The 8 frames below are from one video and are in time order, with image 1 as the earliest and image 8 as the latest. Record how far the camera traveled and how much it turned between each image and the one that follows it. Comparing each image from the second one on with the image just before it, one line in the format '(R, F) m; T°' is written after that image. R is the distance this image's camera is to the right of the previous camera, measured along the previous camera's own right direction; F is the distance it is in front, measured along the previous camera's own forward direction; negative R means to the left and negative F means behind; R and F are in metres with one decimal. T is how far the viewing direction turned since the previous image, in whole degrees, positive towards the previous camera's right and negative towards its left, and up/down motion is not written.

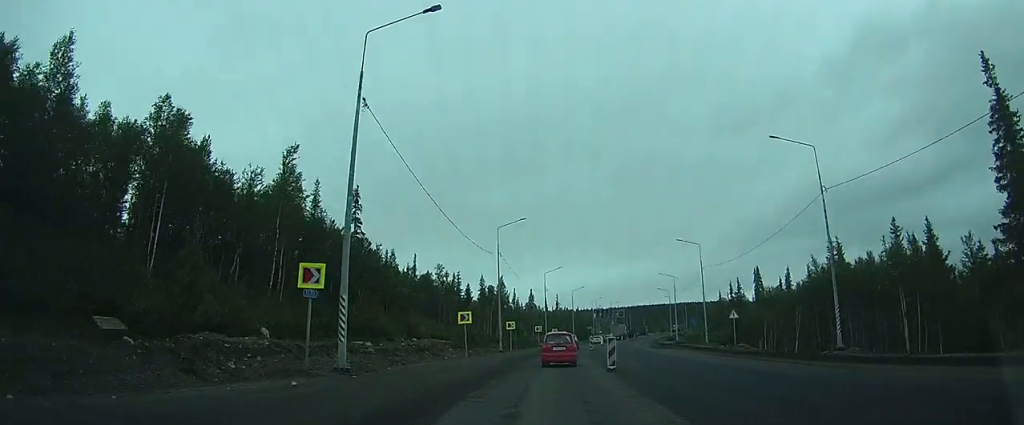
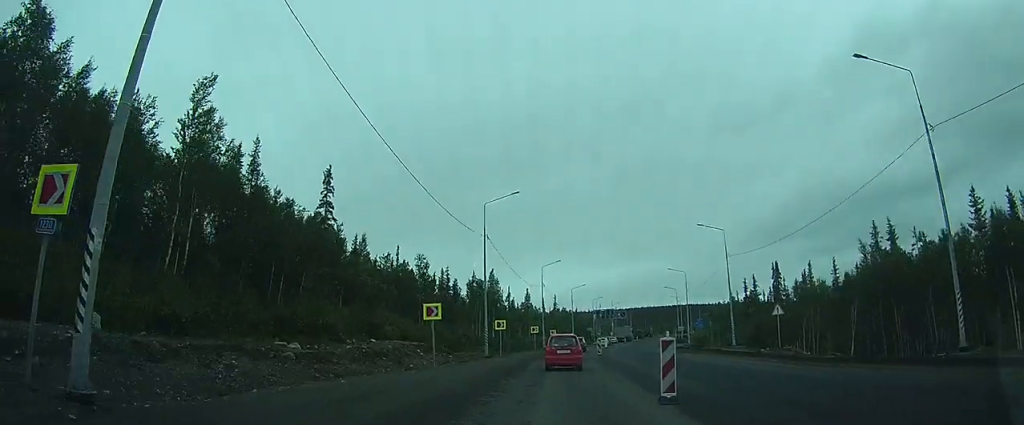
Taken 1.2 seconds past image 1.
(0.0, +10.5) m; 0°
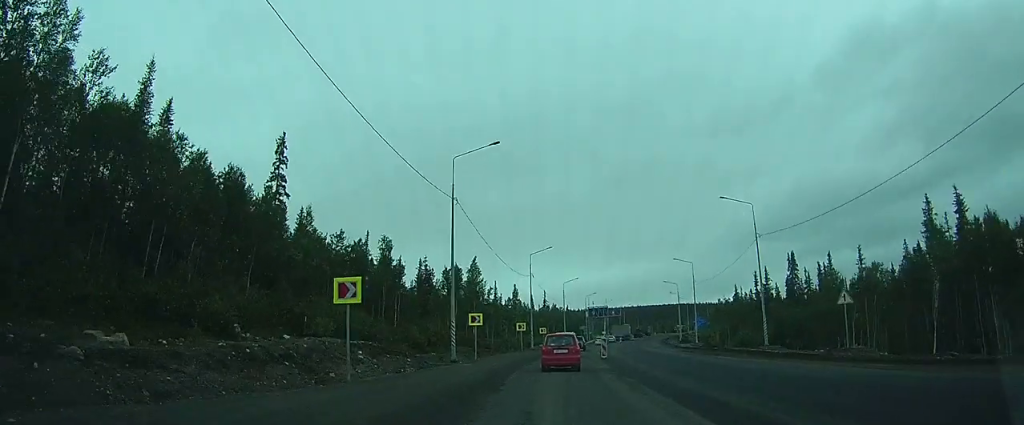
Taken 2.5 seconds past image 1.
(-0.1, +10.9) m; -1°
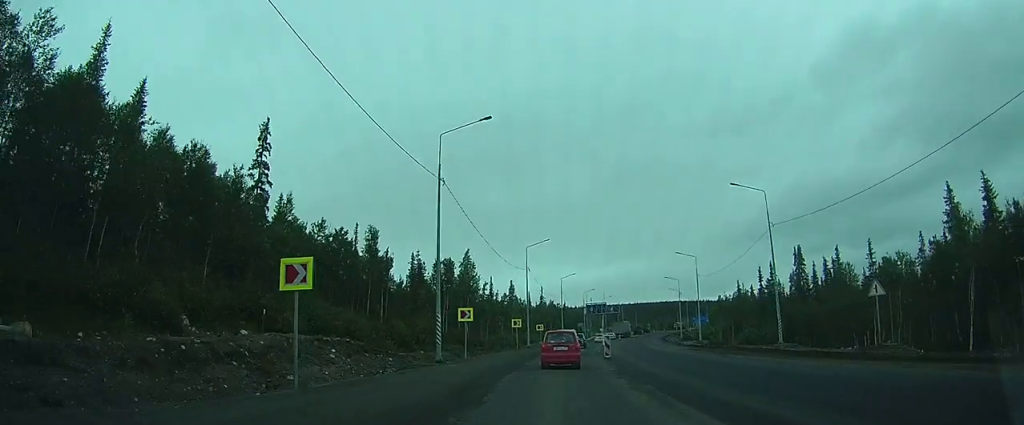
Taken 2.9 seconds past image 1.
(0.0, +3.4) m; 0°
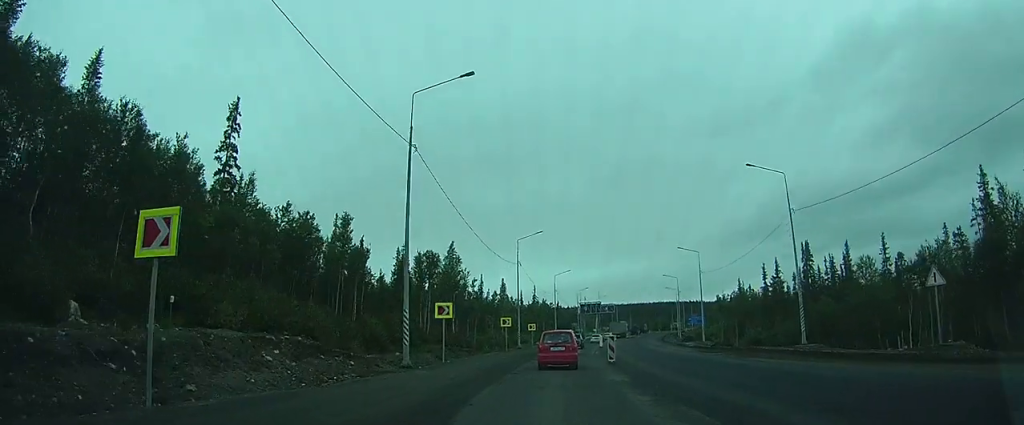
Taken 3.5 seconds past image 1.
(0.0, +5.1) m; 0°
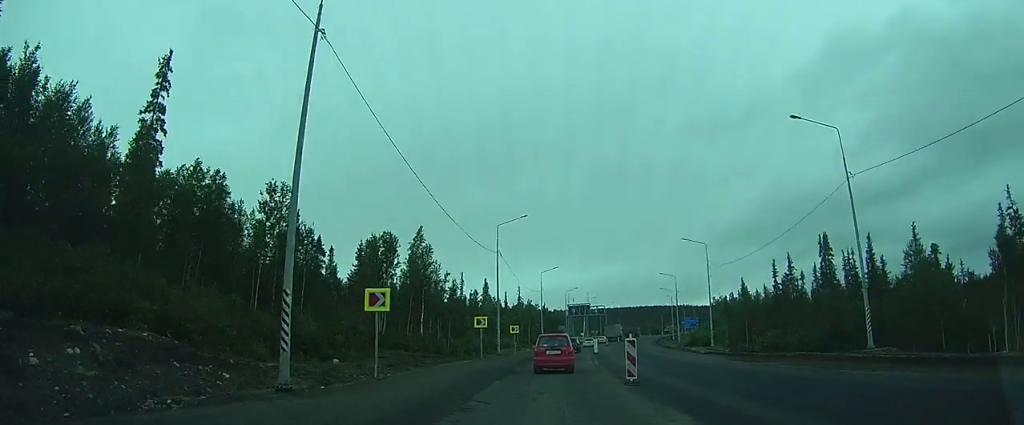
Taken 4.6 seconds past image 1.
(+0.1, +9.8) m; +1°
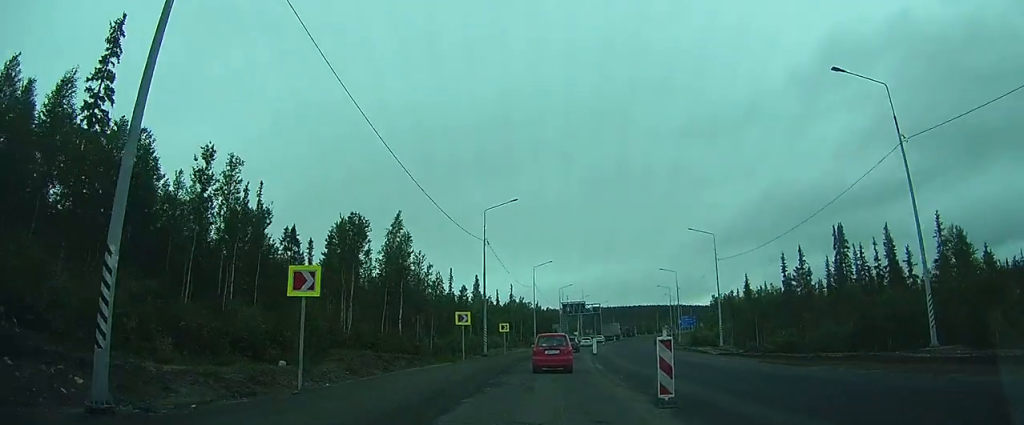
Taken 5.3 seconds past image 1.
(+0.1, +5.8) m; 0°
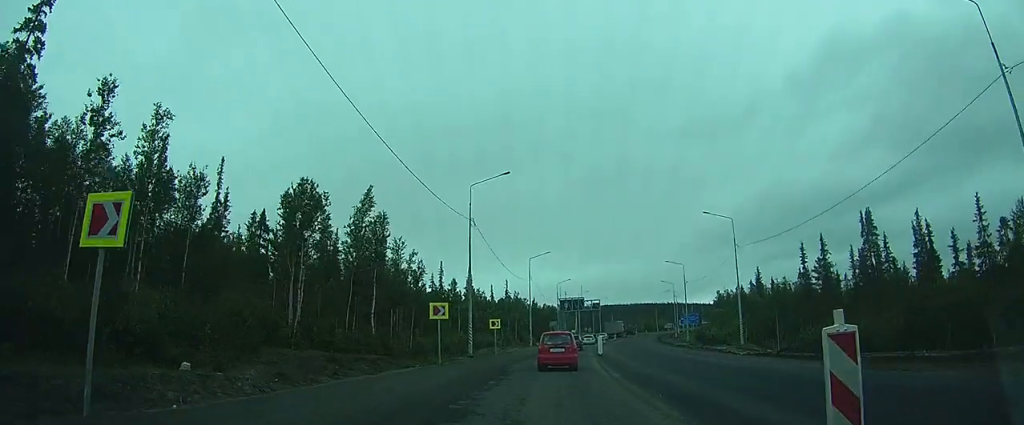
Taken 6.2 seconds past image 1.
(-0.1, +7.1) m; -1°
